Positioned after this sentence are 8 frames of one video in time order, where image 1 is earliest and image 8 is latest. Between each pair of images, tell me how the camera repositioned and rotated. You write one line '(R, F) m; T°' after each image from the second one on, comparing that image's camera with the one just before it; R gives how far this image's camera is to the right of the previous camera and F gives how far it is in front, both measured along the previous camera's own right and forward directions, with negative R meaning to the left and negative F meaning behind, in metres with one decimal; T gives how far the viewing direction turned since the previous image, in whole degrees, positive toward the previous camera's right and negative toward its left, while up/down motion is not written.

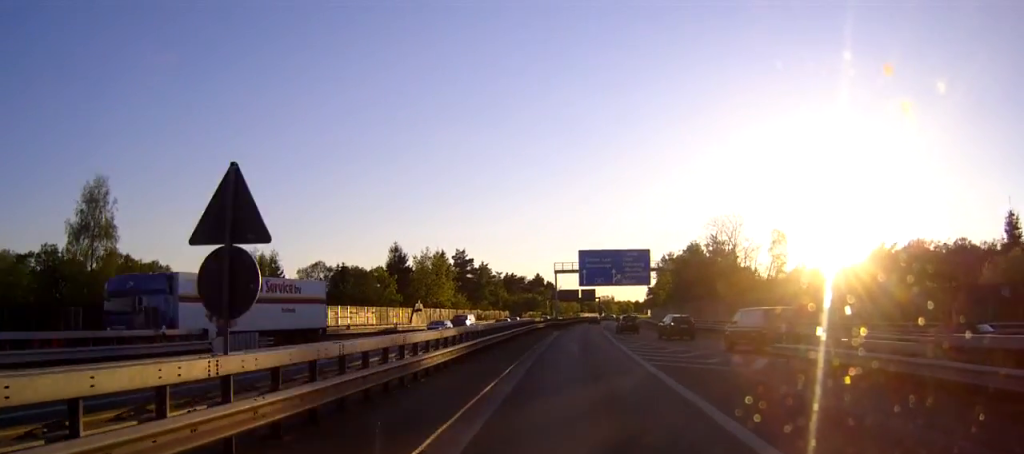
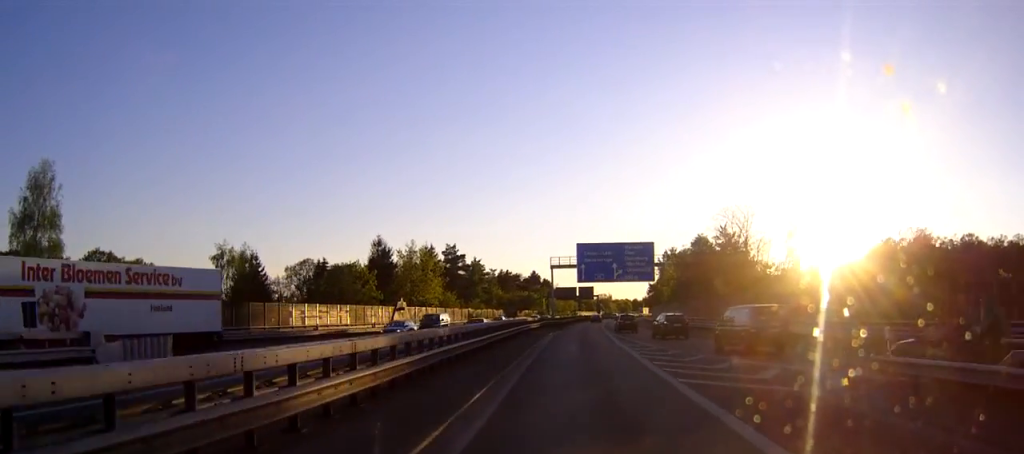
(0.0, +7.4) m; 0°
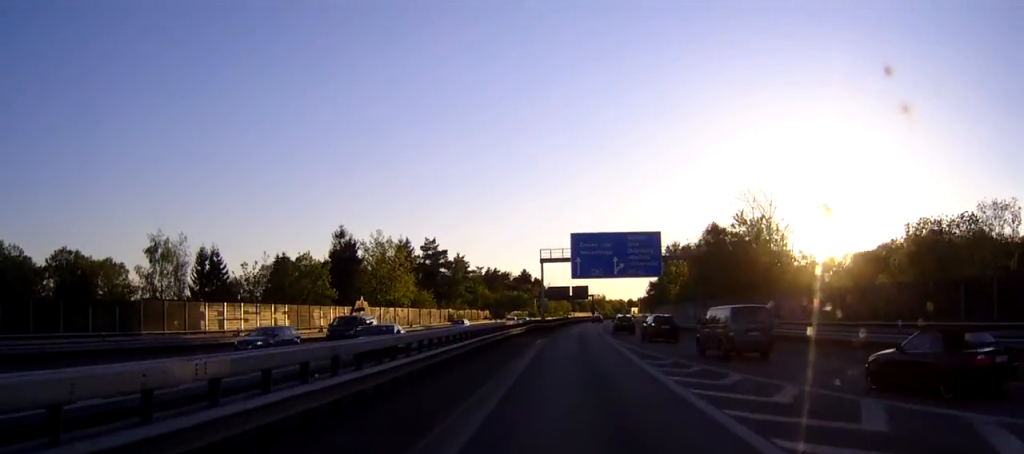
(+0.1, +12.6) m; 0°
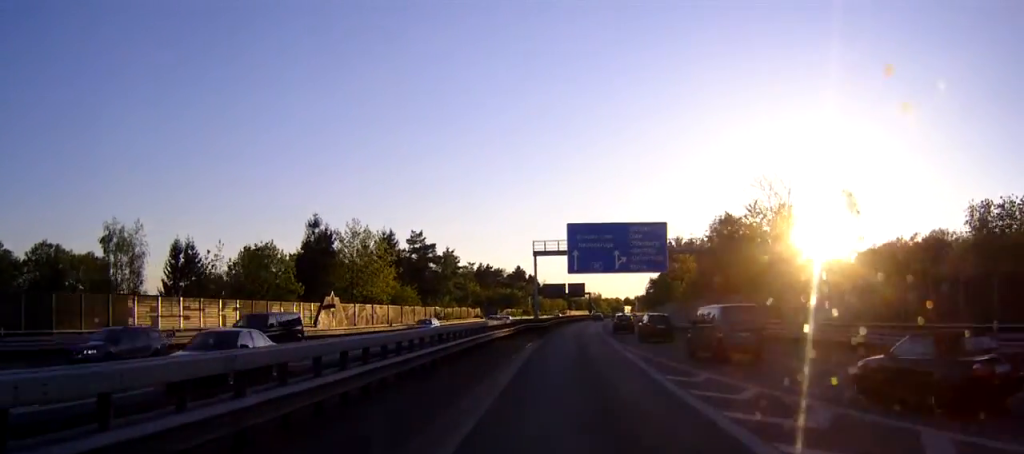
(0.0, +7.3) m; 0°
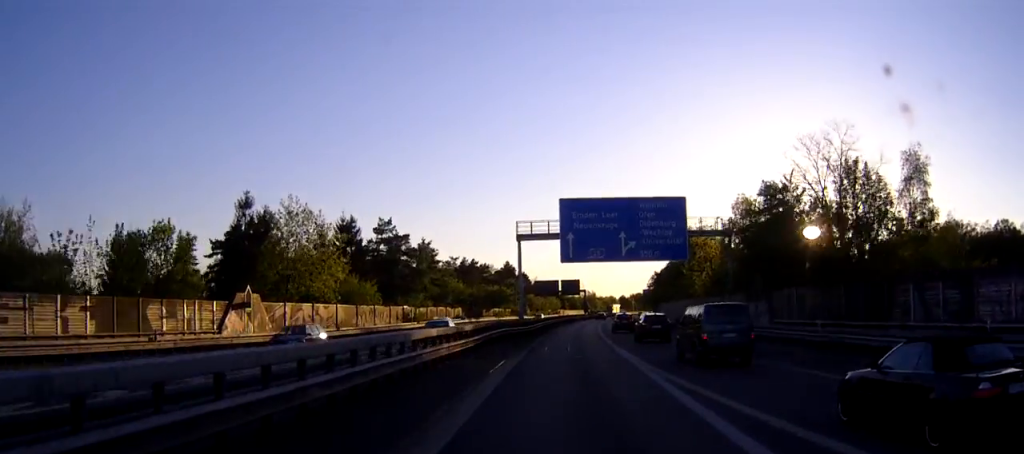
(0.0, +14.8) m; 0°
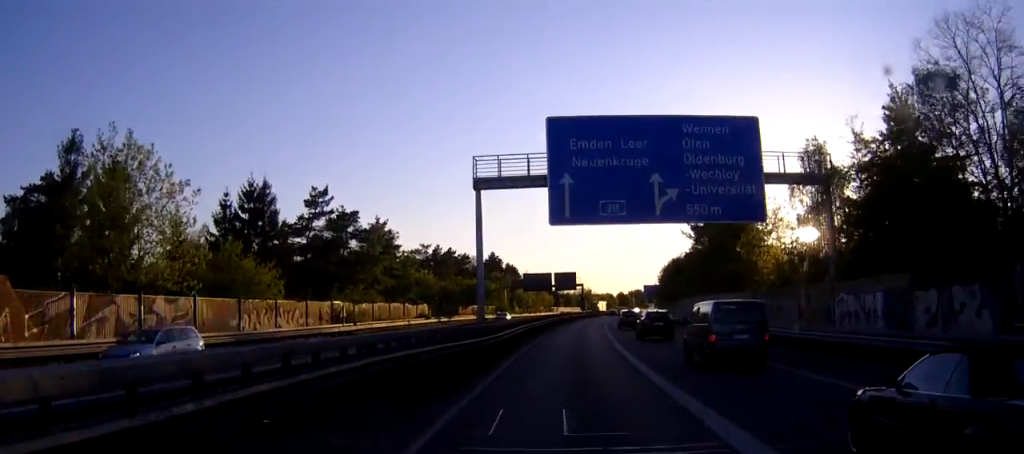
(+0.1, +22.9) m; 0°
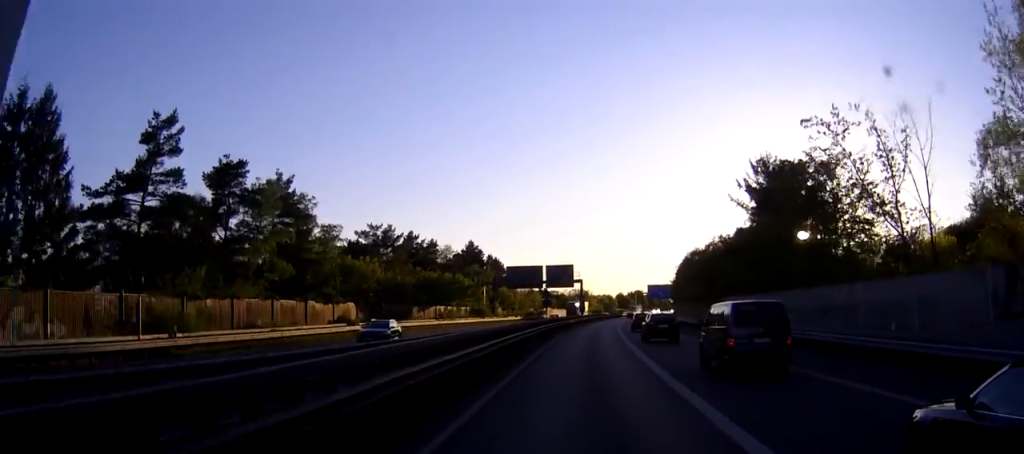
(+0.2, +28.3) m; +1°
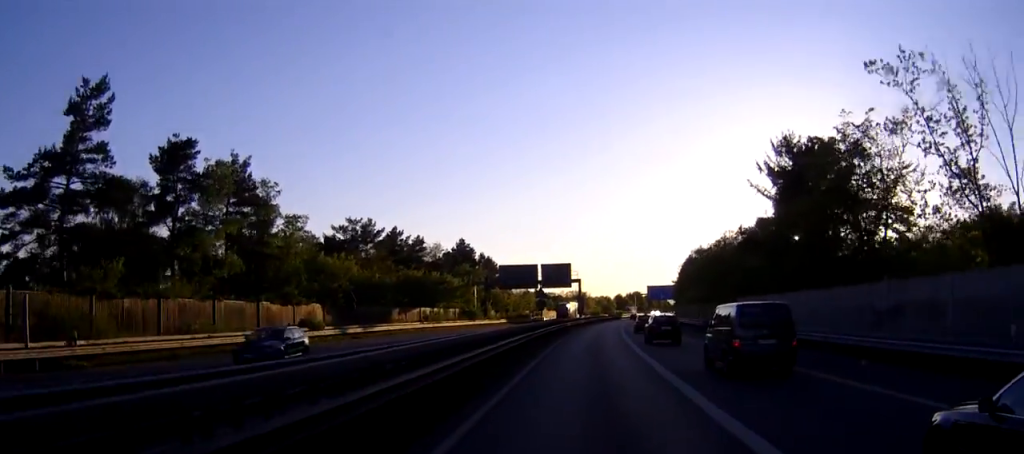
(0.0, +7.5) m; 0°
